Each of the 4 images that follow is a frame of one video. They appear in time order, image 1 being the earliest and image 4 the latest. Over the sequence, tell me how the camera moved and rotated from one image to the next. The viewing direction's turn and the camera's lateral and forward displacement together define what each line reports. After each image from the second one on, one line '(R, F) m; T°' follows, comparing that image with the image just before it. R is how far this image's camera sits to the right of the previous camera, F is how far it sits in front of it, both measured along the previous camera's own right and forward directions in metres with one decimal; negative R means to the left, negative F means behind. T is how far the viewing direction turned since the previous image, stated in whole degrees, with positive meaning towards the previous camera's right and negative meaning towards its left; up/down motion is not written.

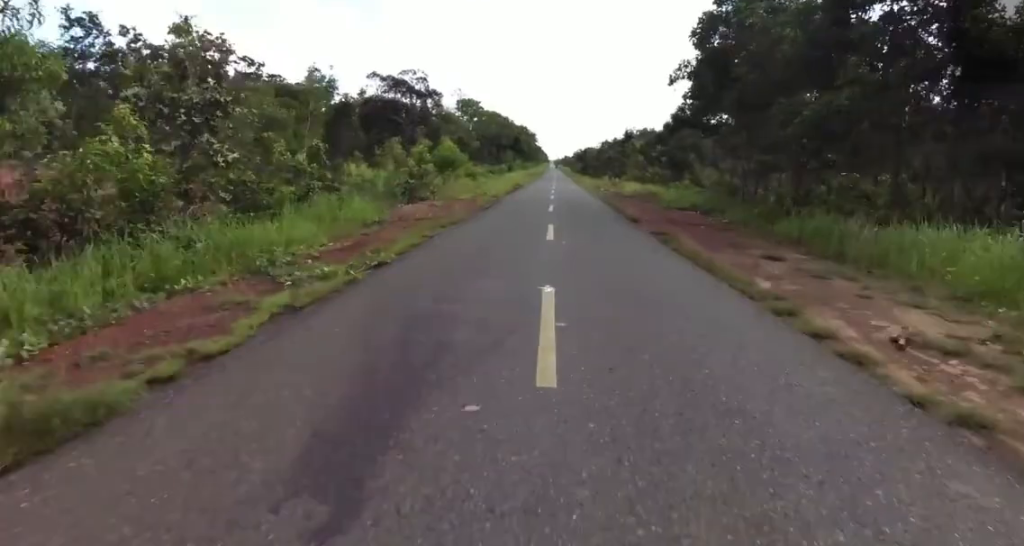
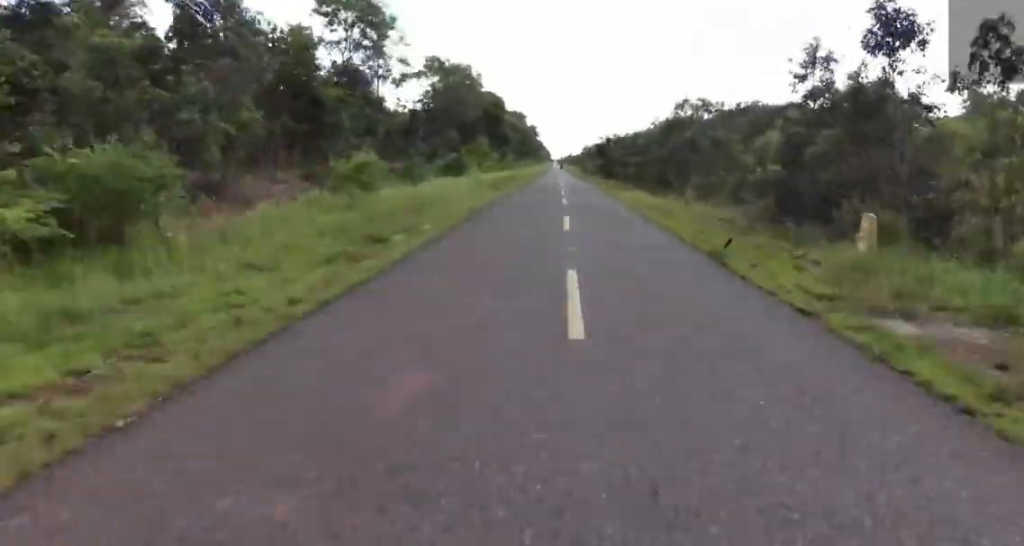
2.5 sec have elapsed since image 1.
(-0.2, +58.3) m; -1°
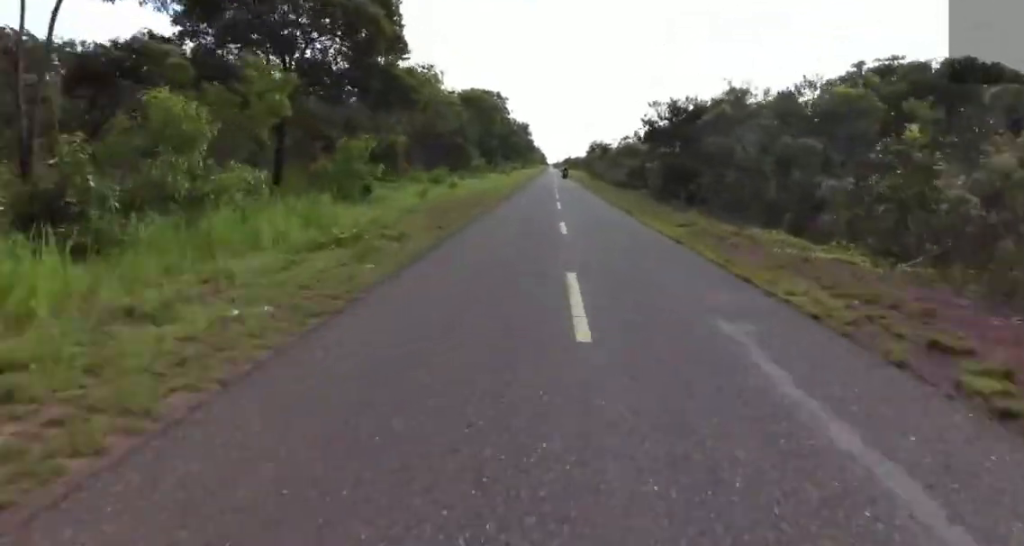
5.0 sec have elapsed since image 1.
(-0.7, +61.6) m; 0°
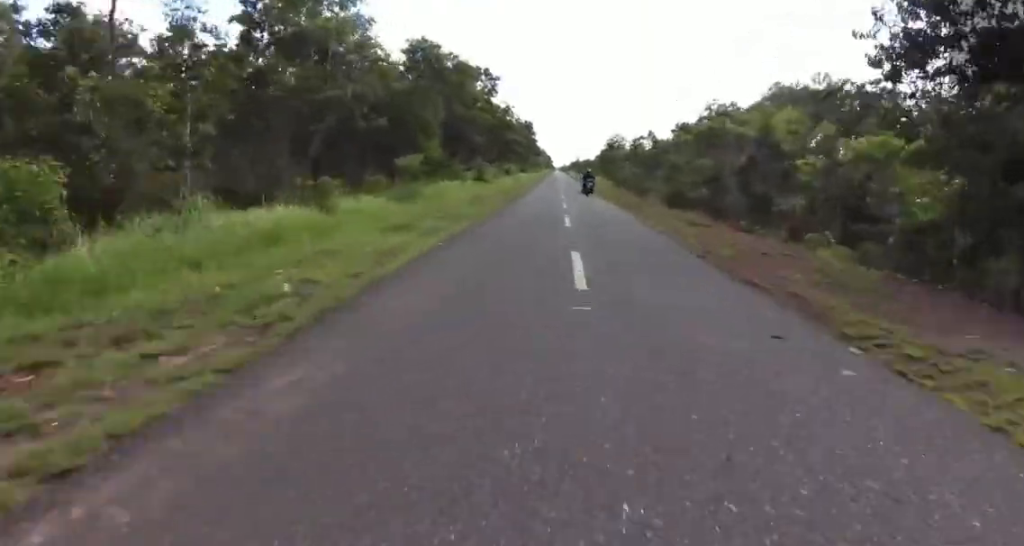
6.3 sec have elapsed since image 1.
(-0.1, +32.0) m; 0°
